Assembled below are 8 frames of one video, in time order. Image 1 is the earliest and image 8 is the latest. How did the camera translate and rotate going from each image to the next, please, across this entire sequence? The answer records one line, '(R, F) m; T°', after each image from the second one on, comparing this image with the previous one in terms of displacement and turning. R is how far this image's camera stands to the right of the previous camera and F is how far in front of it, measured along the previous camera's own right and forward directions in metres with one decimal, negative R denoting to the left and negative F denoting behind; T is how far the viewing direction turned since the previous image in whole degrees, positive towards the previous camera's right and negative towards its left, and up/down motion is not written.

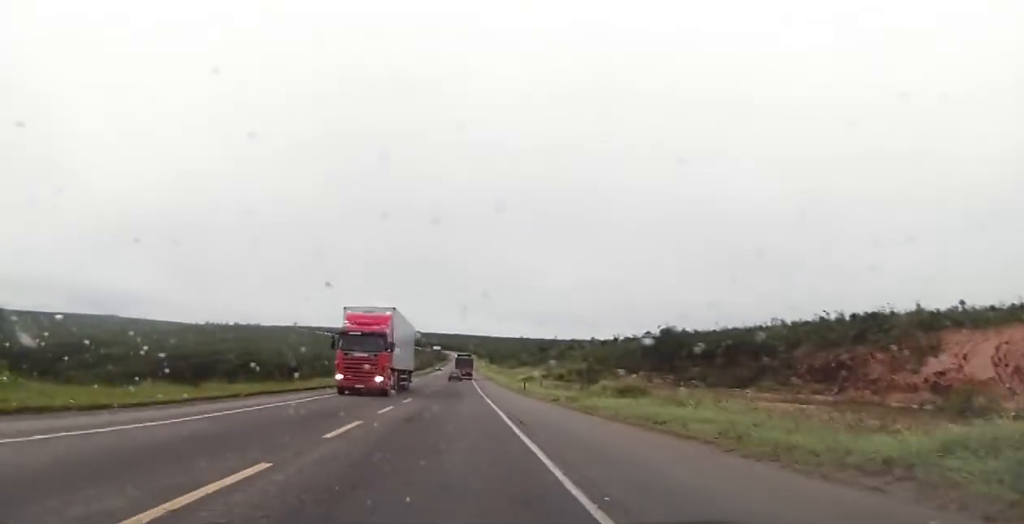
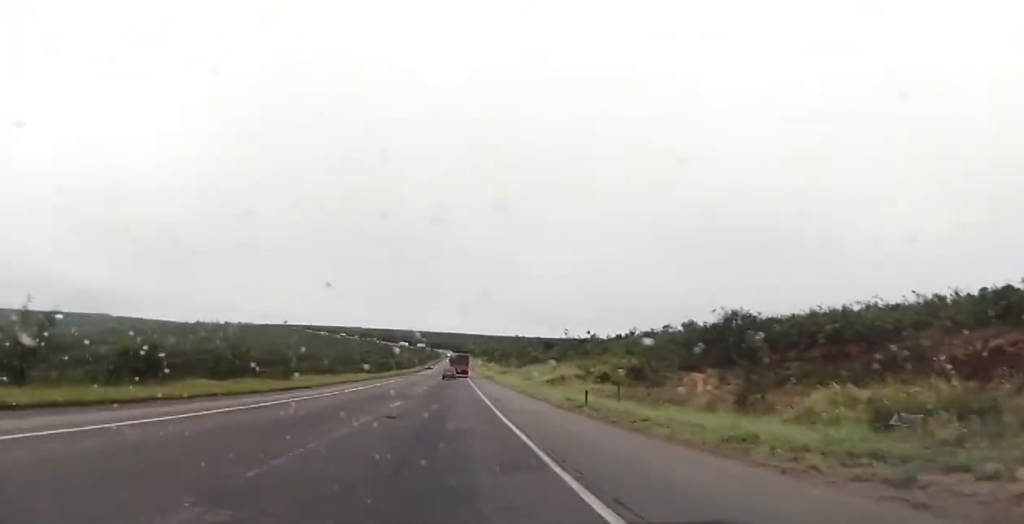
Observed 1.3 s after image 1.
(-0.6, +28.0) m; -1°
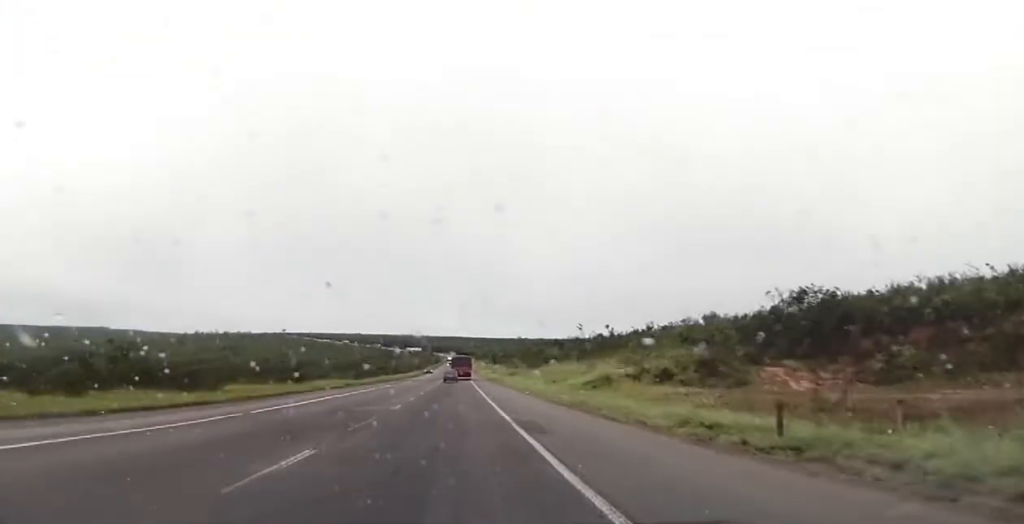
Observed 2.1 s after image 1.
(0.0, +16.4) m; 0°
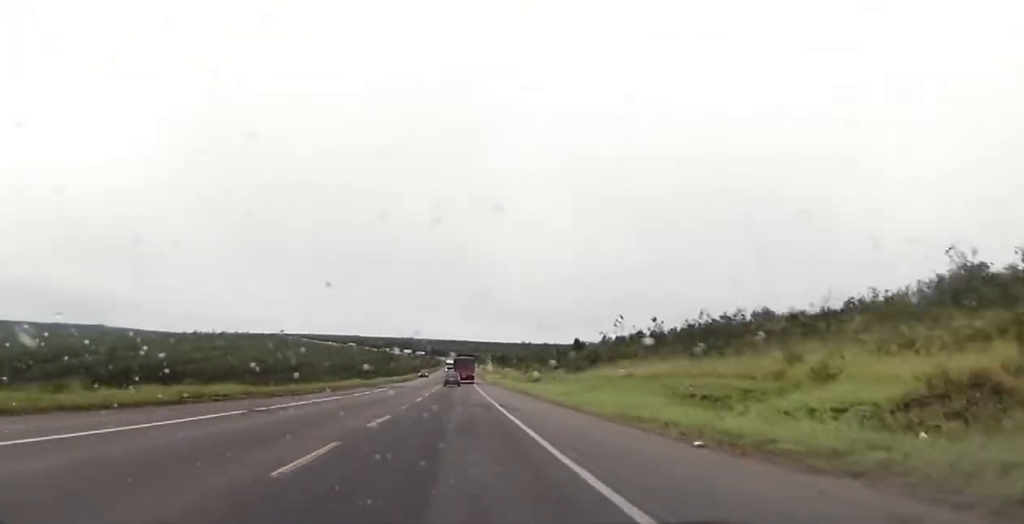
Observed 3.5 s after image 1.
(0.0, +30.4) m; +1°
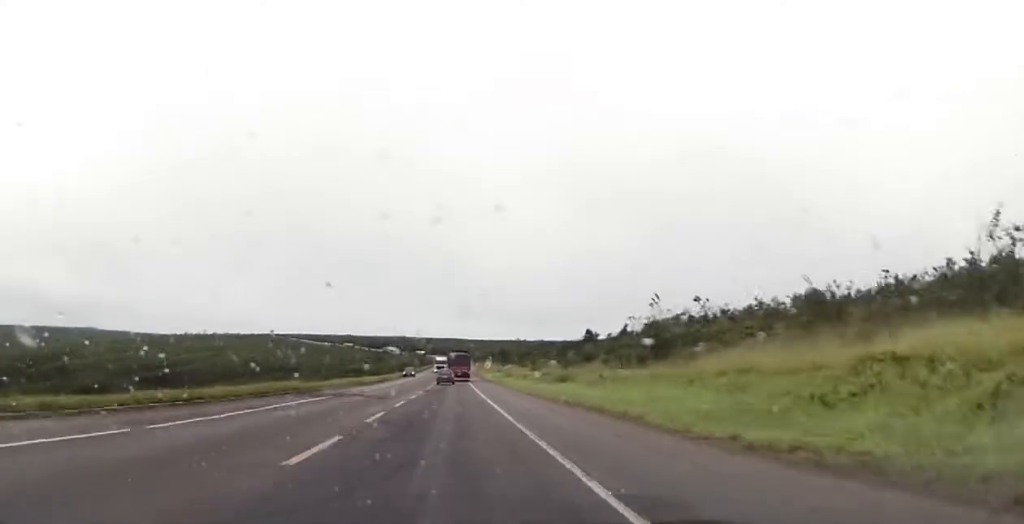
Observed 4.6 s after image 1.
(+0.4, +23.2) m; 0°
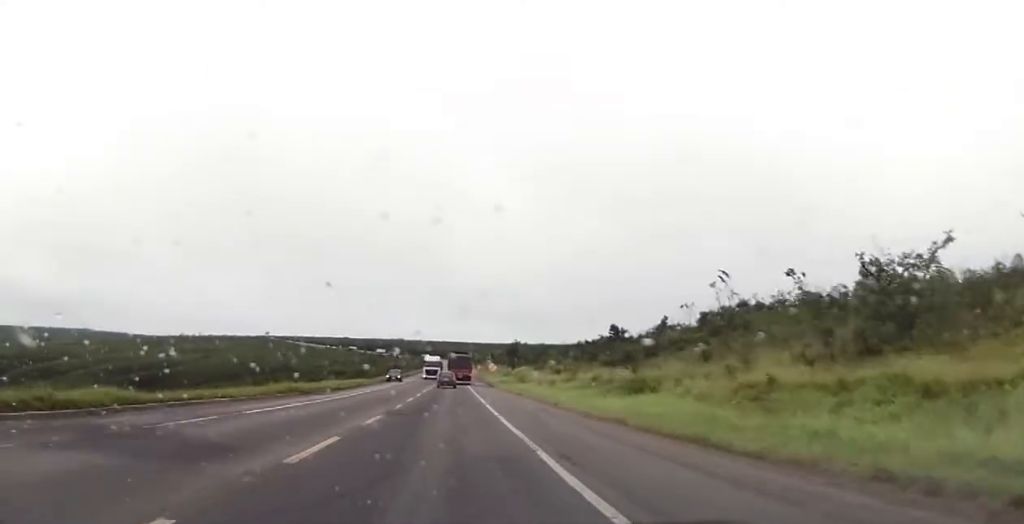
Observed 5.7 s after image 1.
(-0.4, +23.5) m; -1°
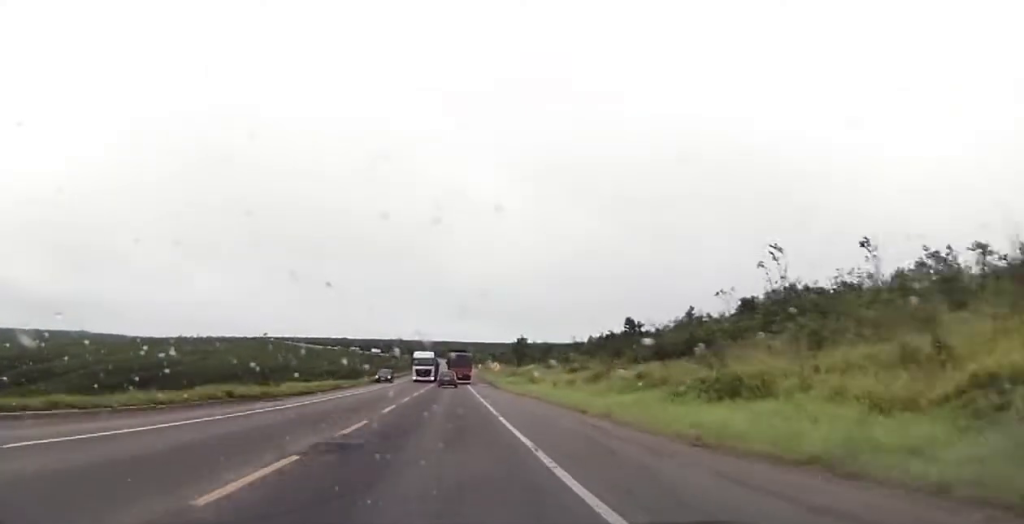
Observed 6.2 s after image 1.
(-0.1, +11.2) m; 0°
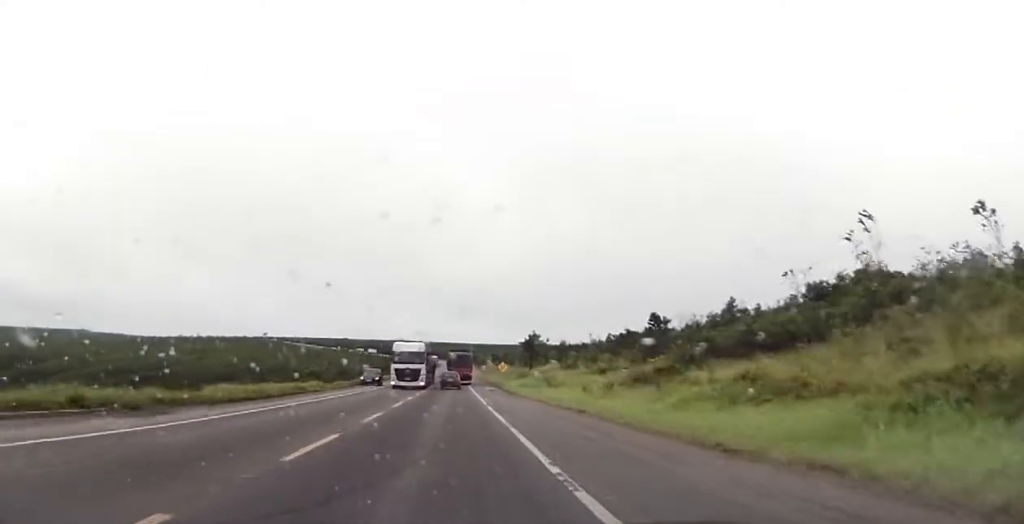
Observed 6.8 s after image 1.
(0.0, +12.5) m; 0°
